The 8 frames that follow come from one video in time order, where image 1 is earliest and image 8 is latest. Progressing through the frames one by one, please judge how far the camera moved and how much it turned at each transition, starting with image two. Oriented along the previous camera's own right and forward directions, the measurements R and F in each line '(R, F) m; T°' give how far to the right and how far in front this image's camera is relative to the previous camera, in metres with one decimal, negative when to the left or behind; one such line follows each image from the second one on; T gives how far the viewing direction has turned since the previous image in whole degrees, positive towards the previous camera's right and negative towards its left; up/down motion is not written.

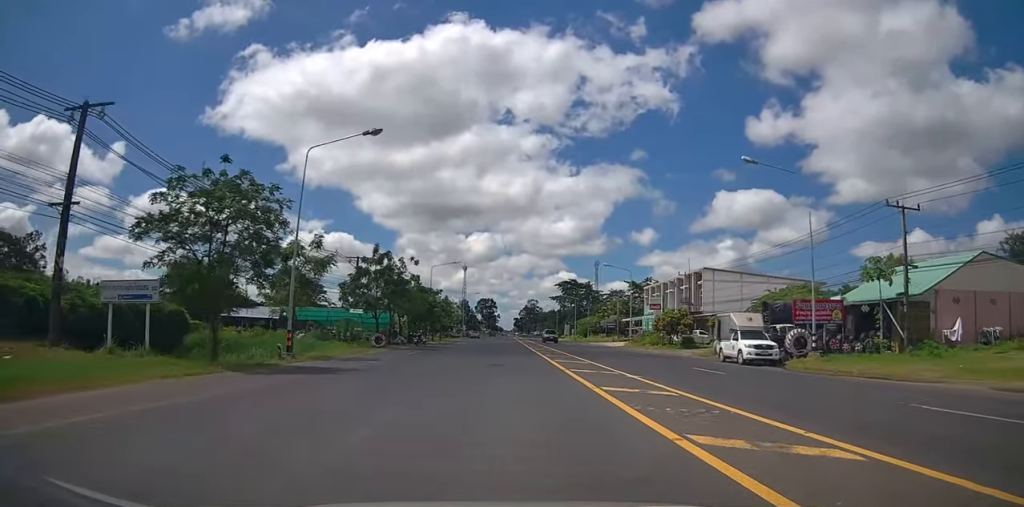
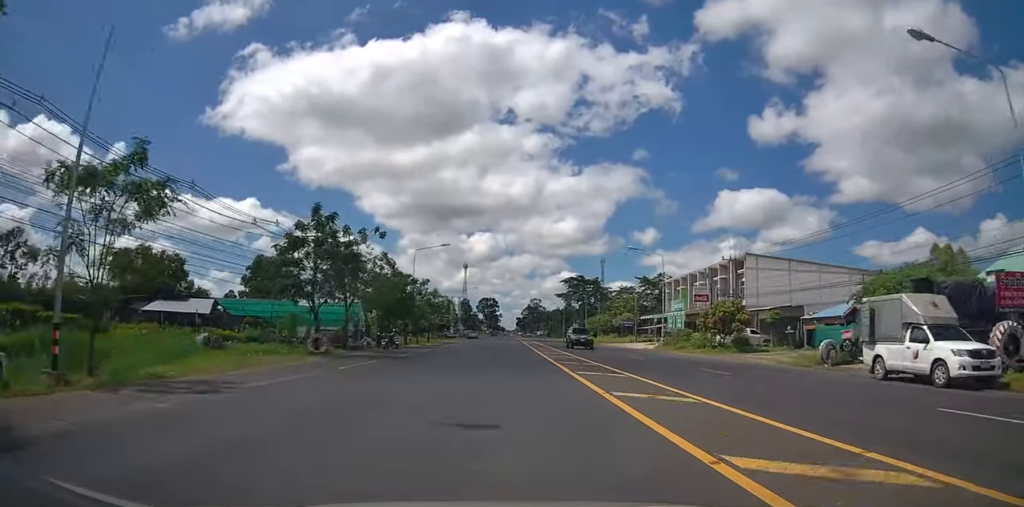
(+0.3, +13.2) m; 0°
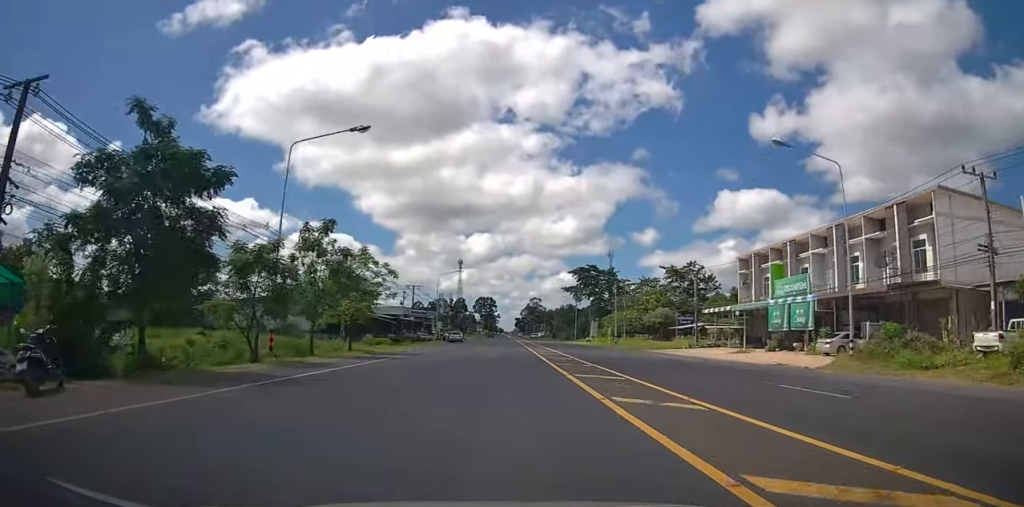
(-0.6, +30.7) m; -1°
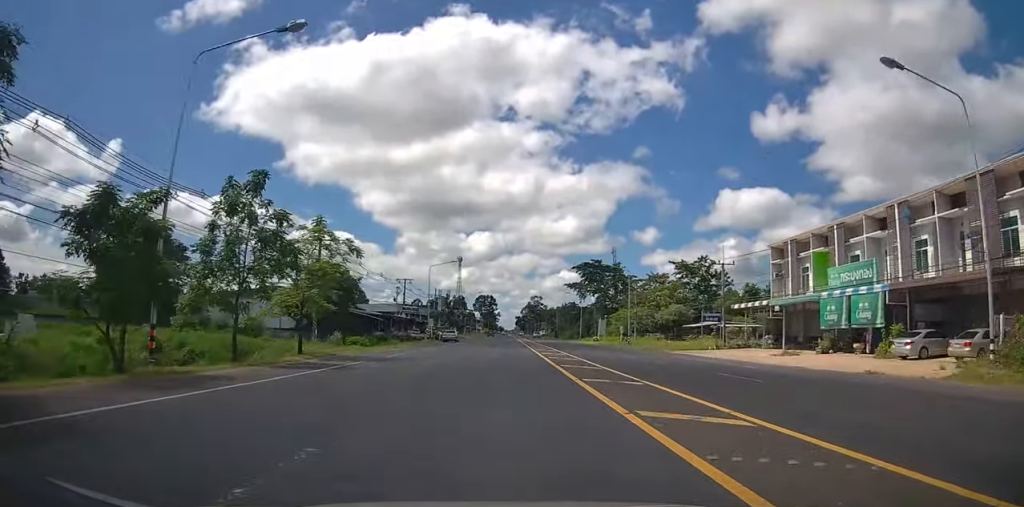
(-0.1, +8.4) m; 0°
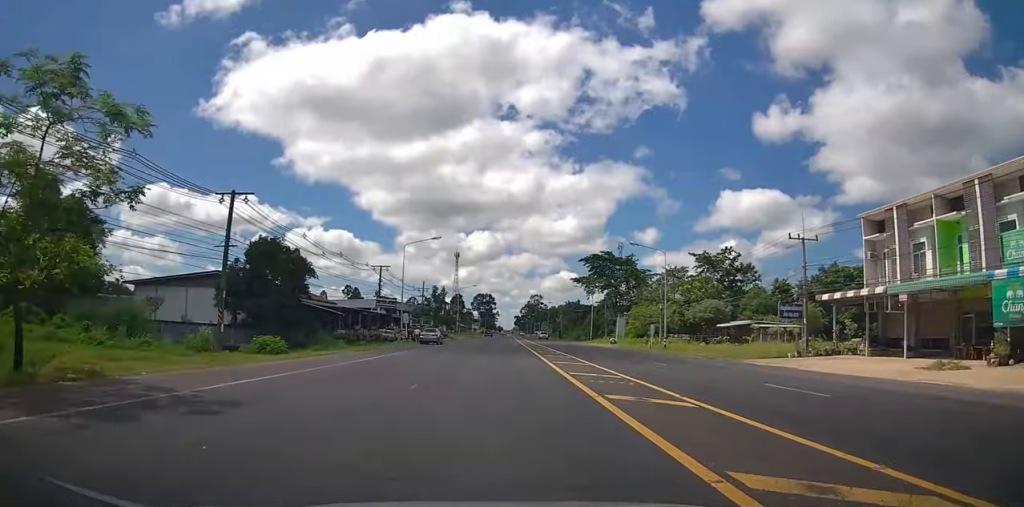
(+0.3, +15.9) m; 0°
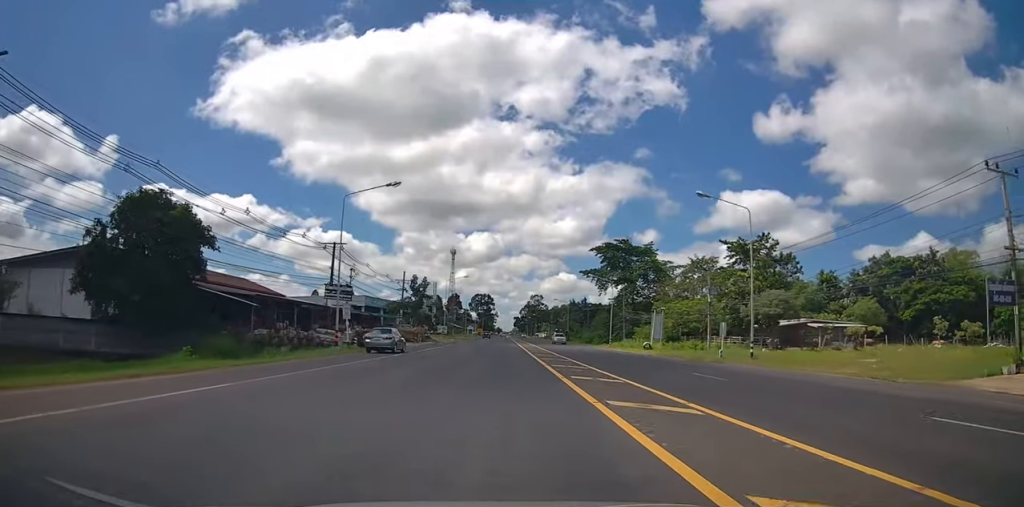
(0.0, +18.8) m; 0°
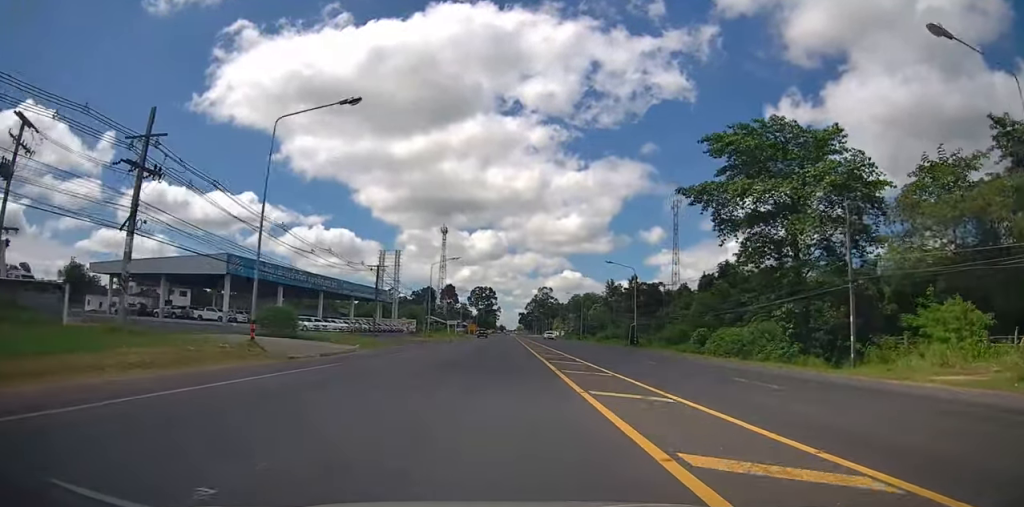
(-0.1, +64.7) m; 0°
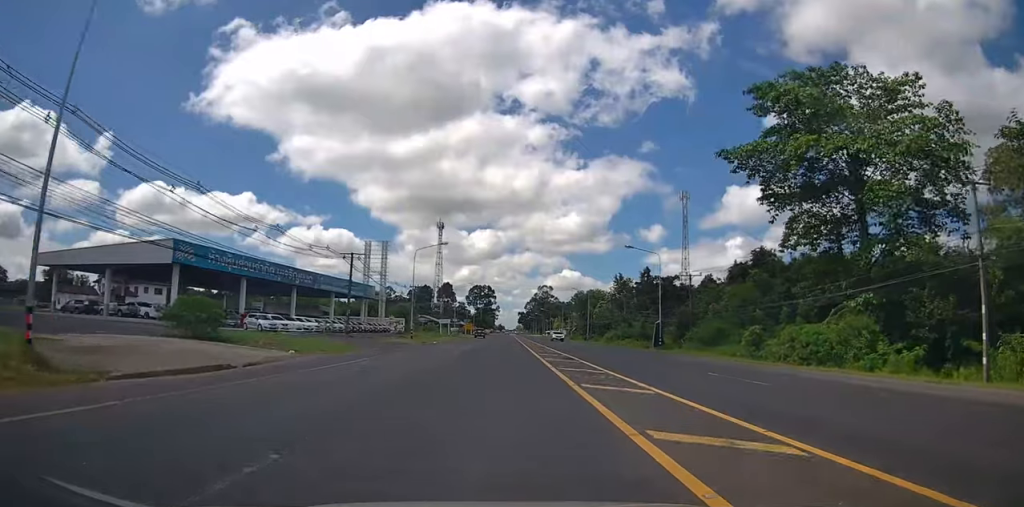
(+0.1, +10.8) m; 0°
